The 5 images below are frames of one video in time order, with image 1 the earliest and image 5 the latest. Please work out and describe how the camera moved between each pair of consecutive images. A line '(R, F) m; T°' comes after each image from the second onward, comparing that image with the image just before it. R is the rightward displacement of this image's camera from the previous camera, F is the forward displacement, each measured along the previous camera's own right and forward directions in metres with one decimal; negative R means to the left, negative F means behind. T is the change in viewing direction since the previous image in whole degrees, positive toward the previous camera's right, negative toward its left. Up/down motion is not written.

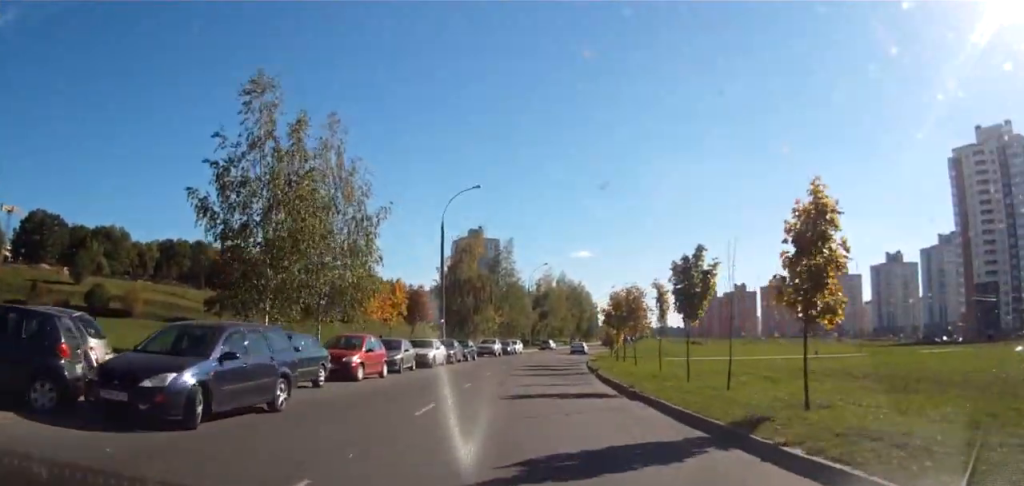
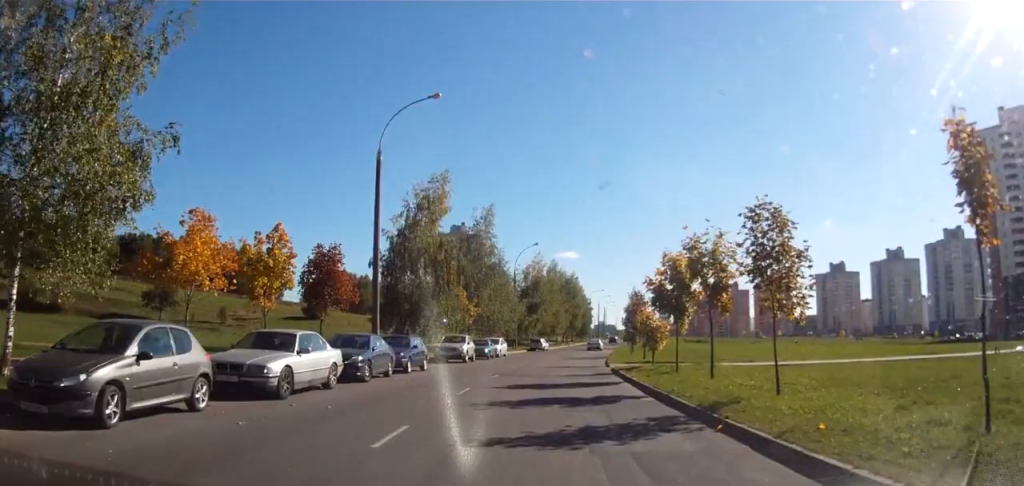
(+0.2, +18.5) m; +2°
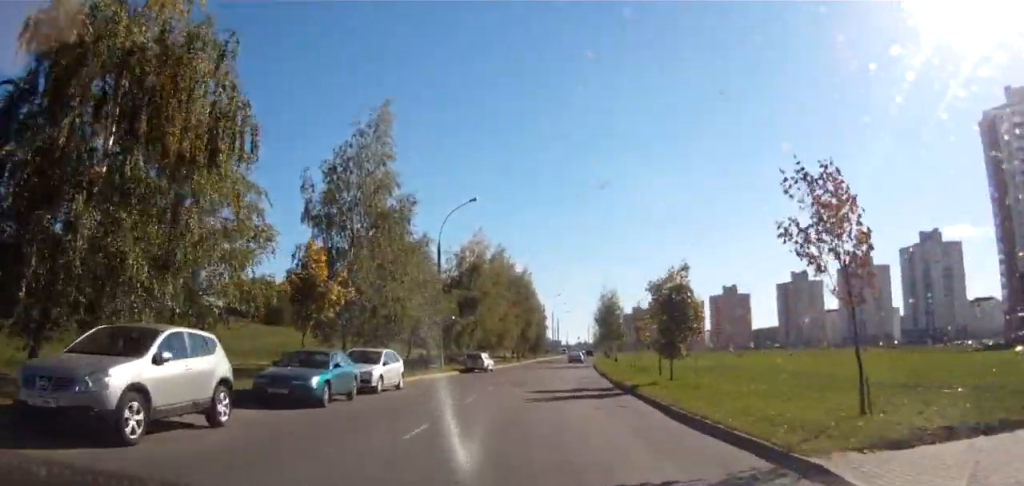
(+0.4, +27.7) m; +2°
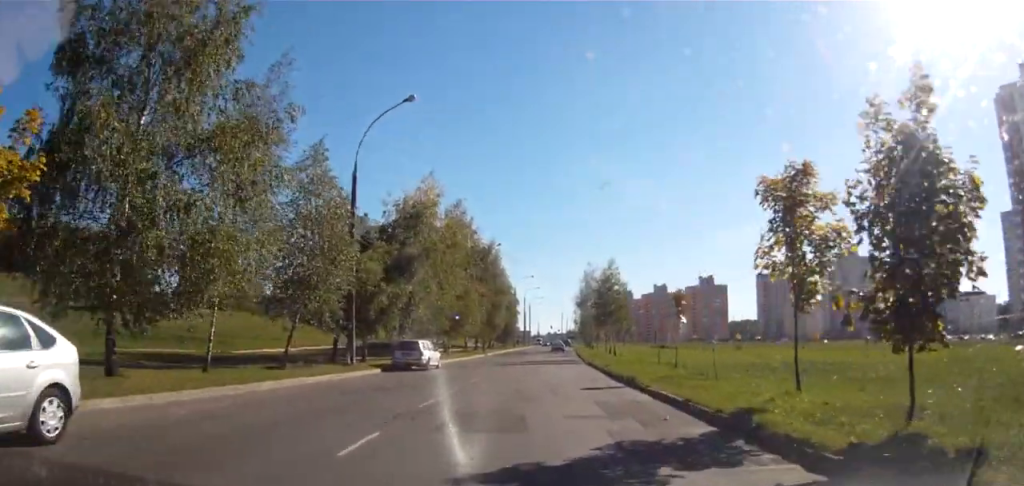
(+0.6, +17.3) m; +3°
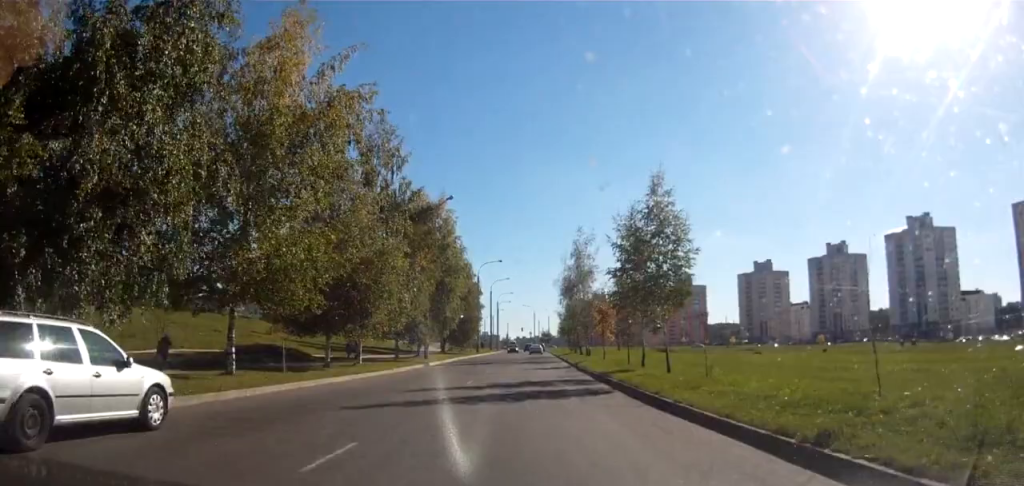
(+1.0, +23.9) m; +3°
